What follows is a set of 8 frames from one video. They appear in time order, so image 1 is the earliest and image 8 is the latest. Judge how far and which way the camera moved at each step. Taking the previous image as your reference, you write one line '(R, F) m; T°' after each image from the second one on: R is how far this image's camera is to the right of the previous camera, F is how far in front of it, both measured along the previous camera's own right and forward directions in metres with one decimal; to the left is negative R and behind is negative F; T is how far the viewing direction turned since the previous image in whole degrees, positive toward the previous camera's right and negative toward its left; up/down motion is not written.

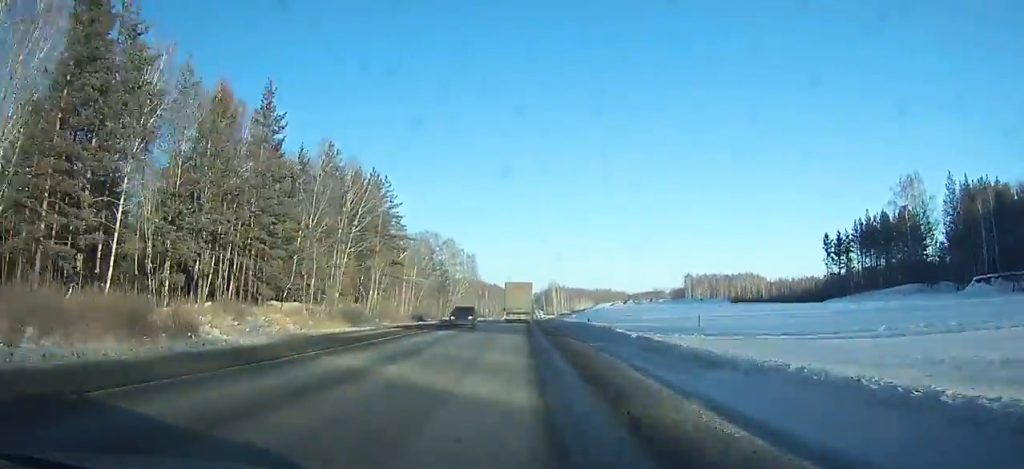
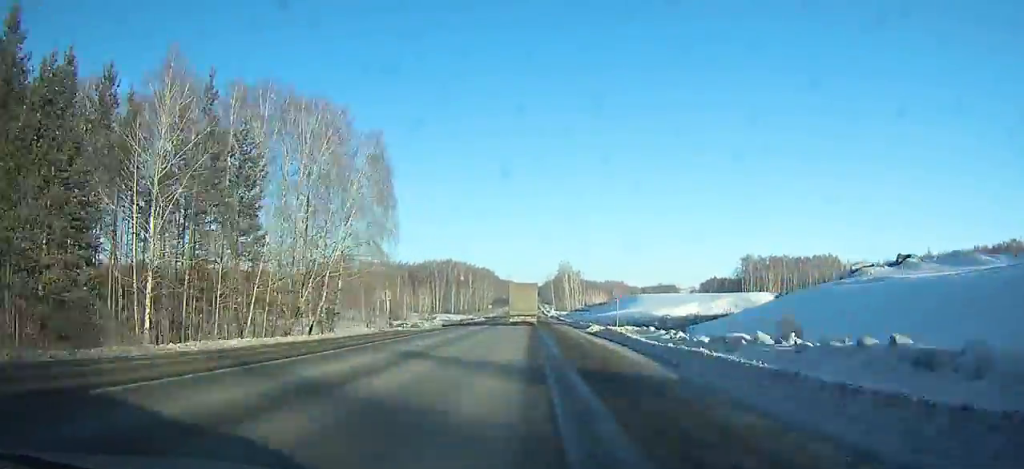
(+0.2, +101.9) m; 0°
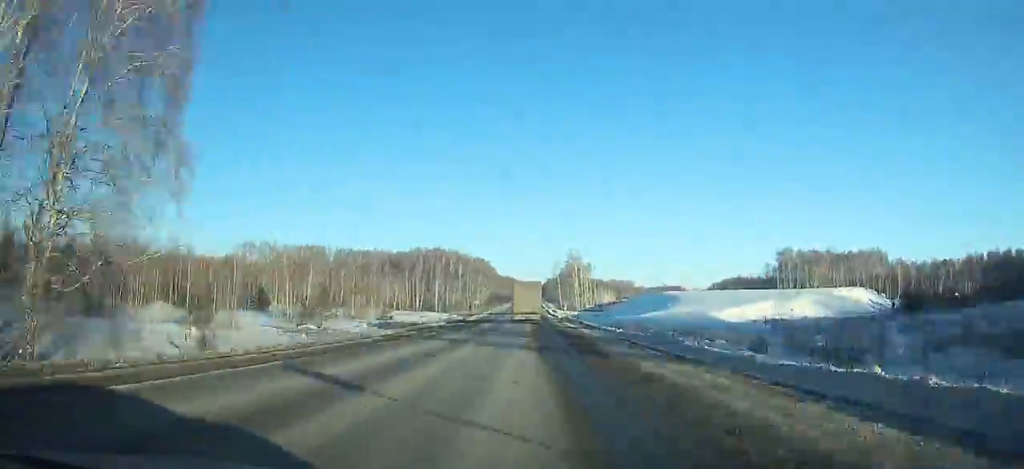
(+0.1, +41.5) m; 0°
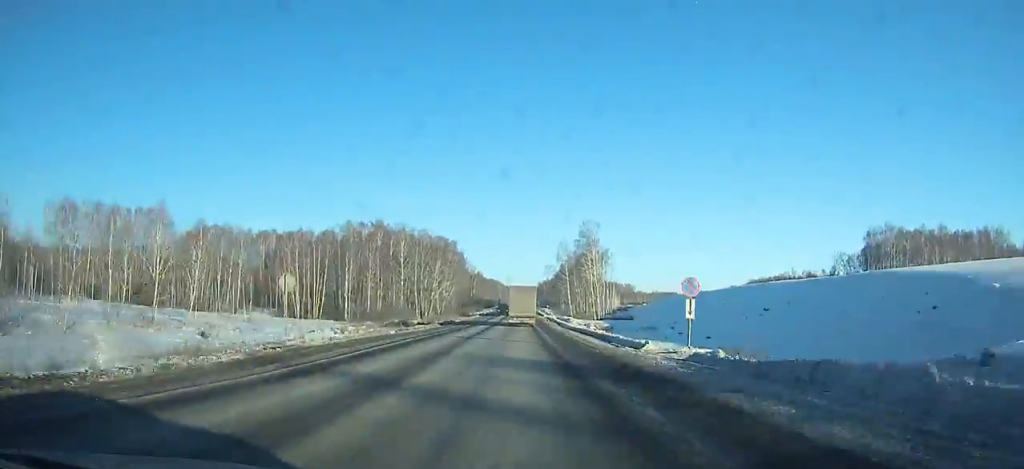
(+0.2, +77.8) m; 0°
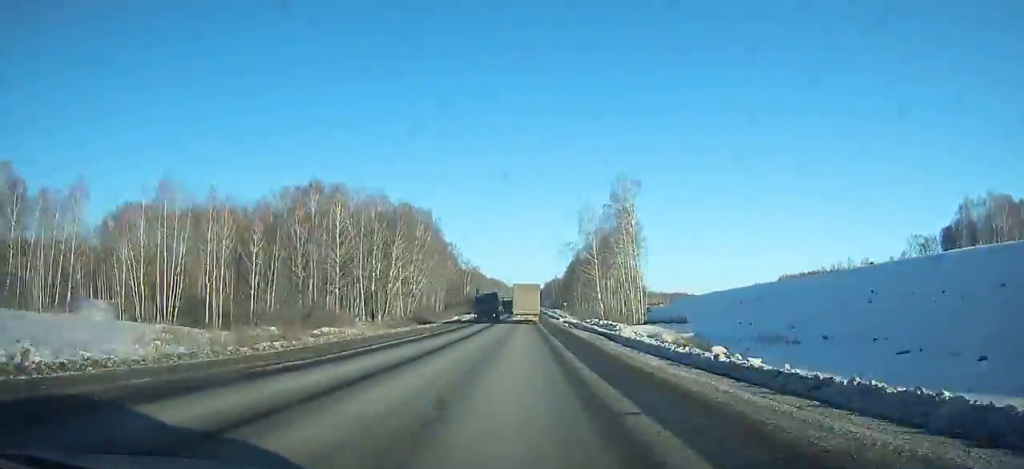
(+0.4, +42.8) m; 0°
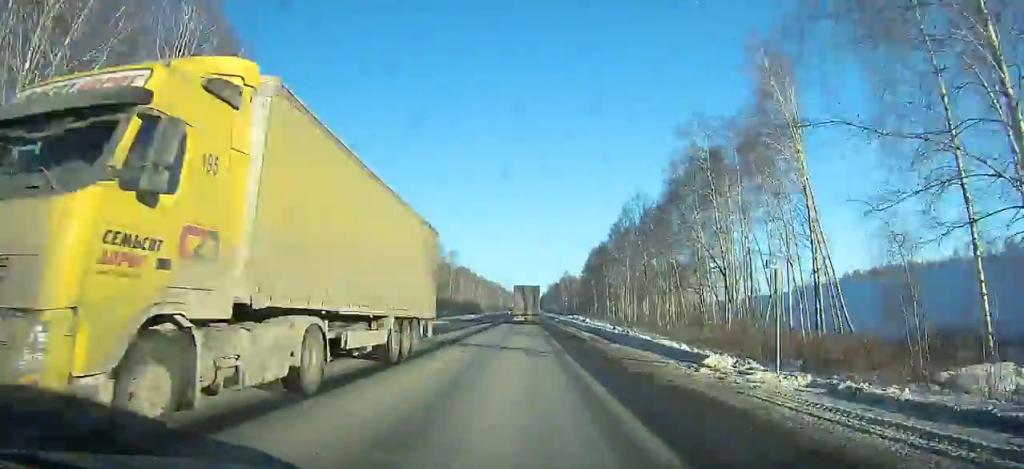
(-0.5, +70.7) m; 0°
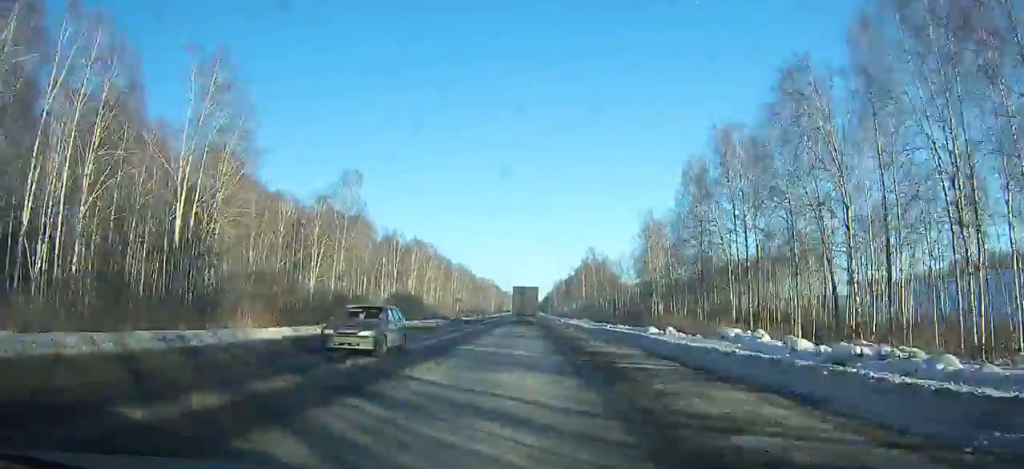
(+0.7, +82.4) m; 0°
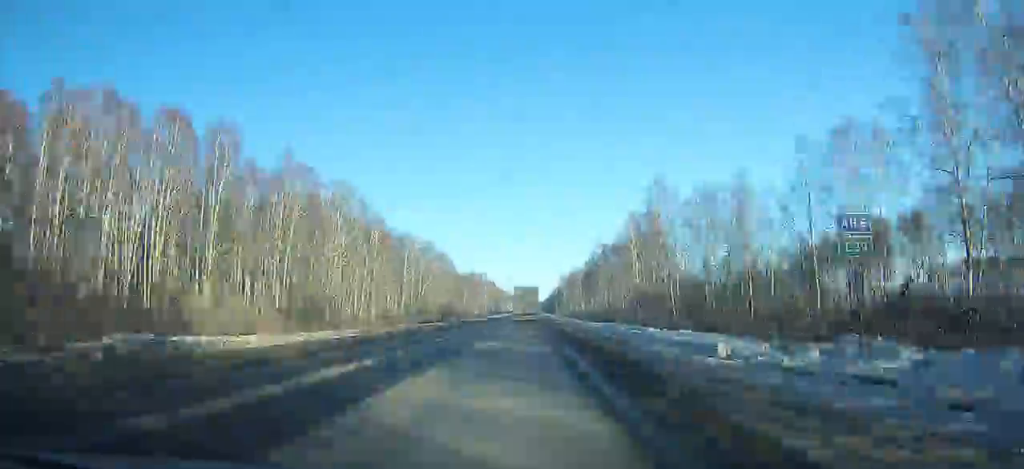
(-0.2, +63.6) m; 0°
